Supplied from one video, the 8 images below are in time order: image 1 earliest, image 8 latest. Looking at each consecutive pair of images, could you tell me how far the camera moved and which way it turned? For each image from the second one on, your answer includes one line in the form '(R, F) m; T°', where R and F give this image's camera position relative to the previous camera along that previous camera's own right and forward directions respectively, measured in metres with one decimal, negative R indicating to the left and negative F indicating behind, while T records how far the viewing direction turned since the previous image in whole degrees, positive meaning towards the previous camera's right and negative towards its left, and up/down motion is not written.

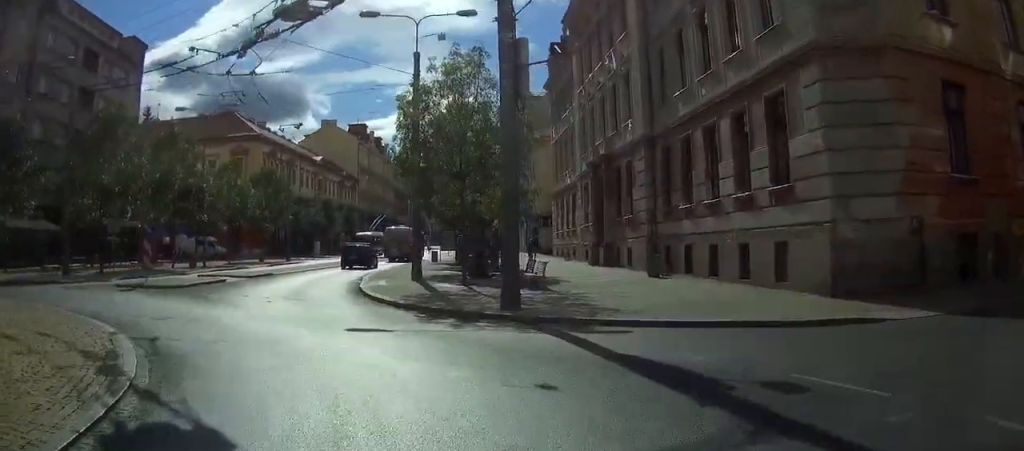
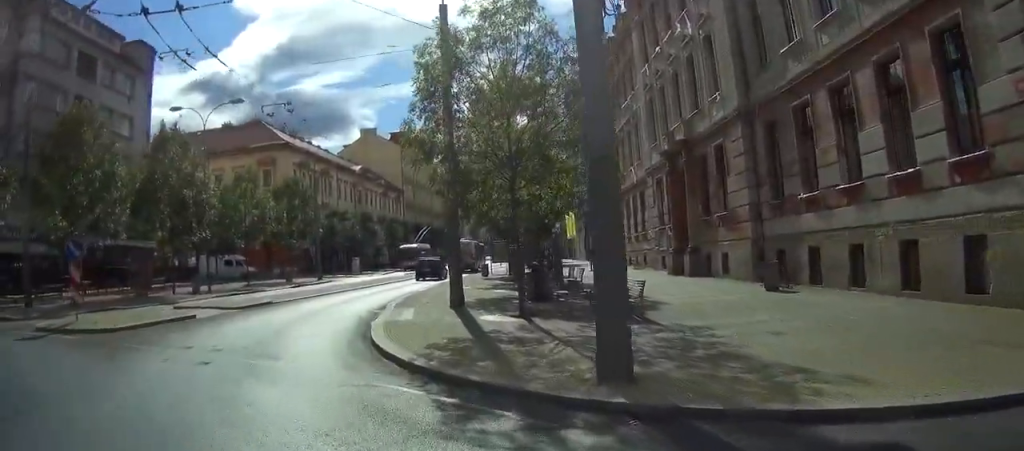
(-0.1, +10.0) m; -10°
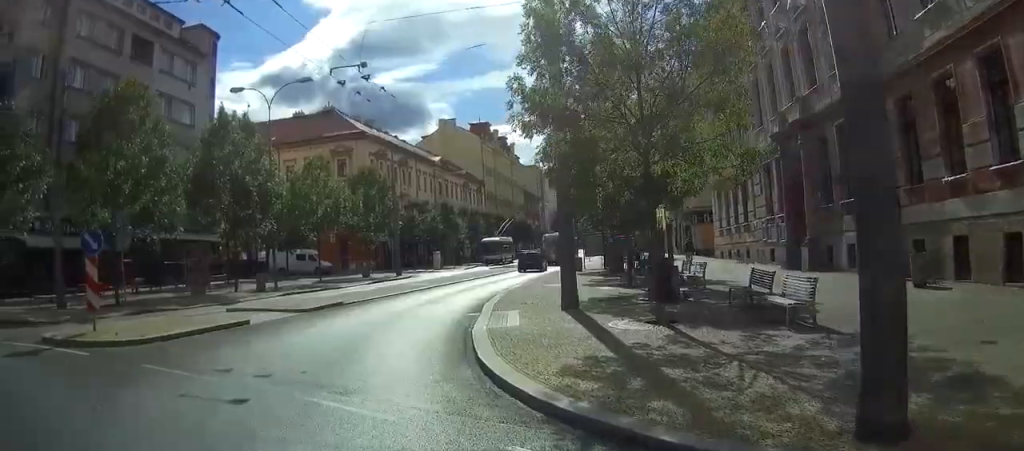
(-0.4, +3.8) m; -11°
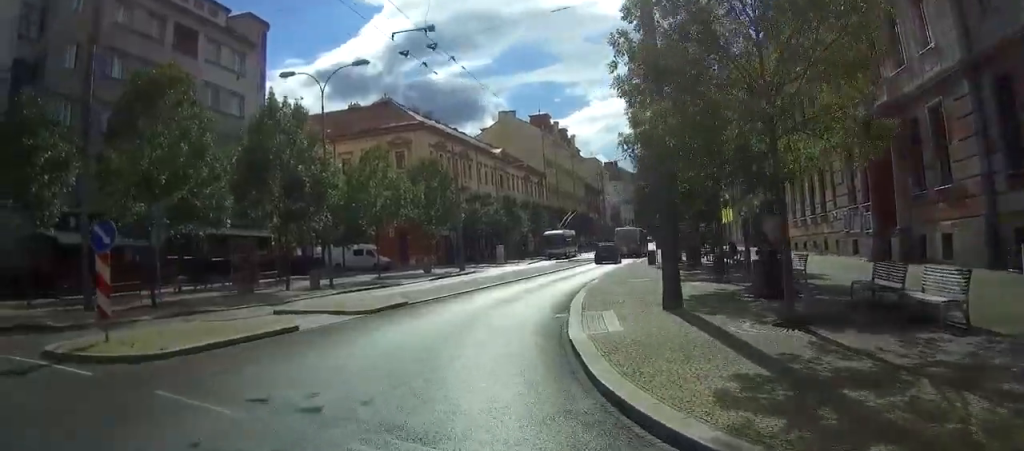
(-0.1, +2.5) m; -9°
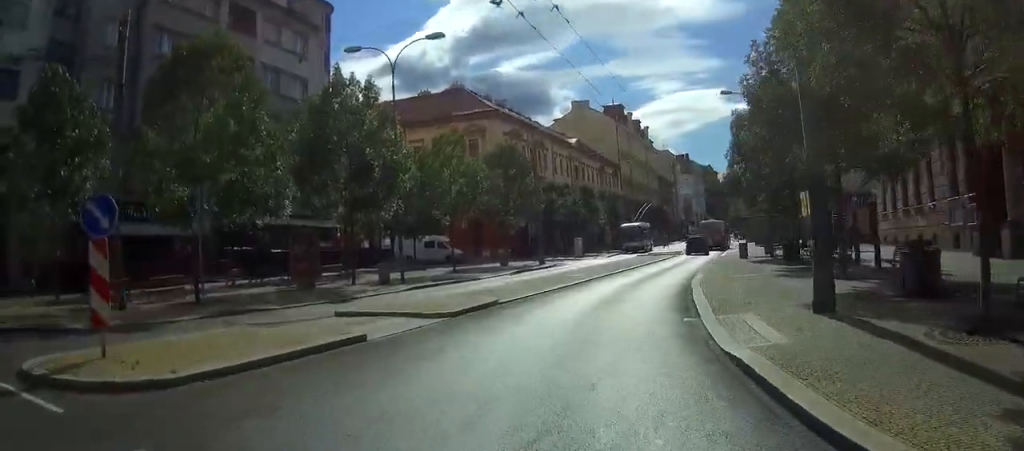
(-0.4, +2.8) m; -12°
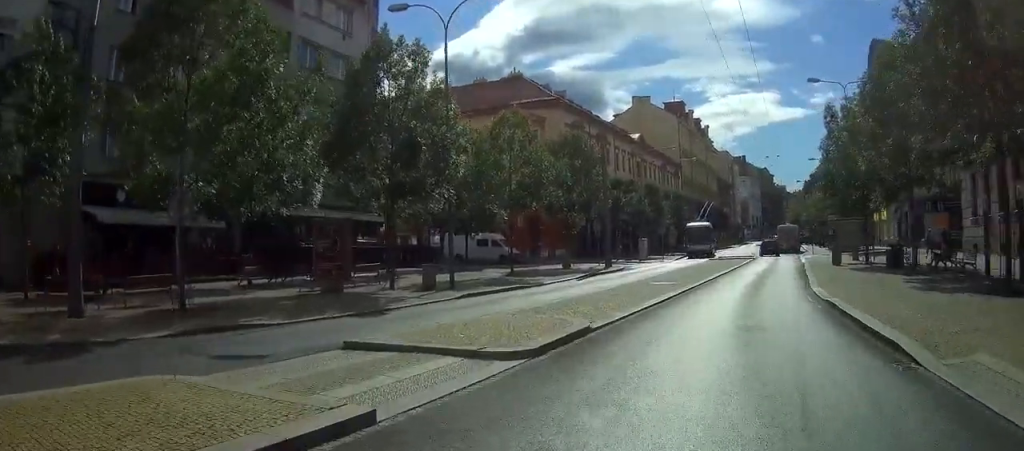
(-0.6, +4.8) m; -2°
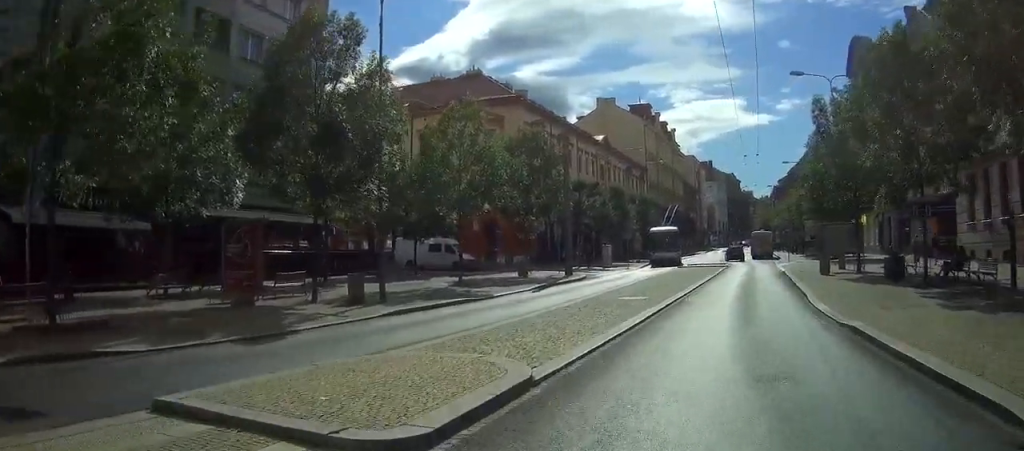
(+0.3, +3.3) m; +15°
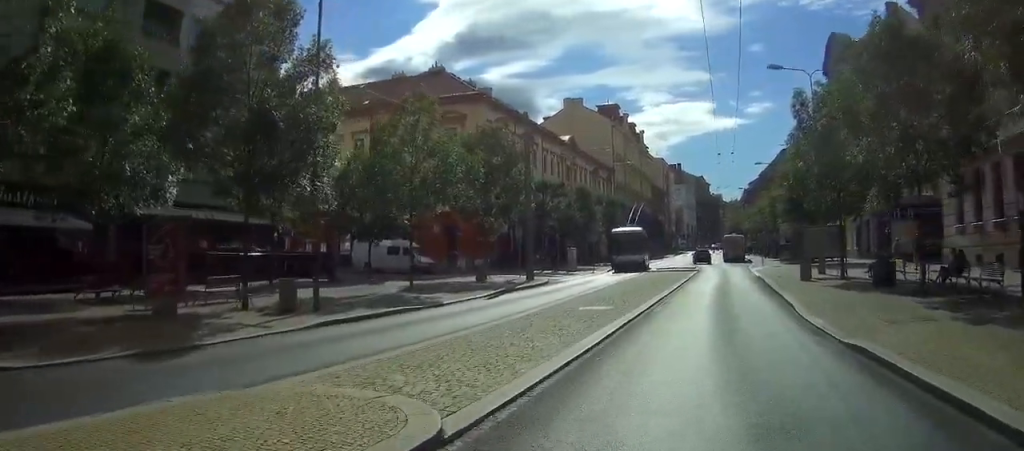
(+0.4, +1.9) m; +5°
